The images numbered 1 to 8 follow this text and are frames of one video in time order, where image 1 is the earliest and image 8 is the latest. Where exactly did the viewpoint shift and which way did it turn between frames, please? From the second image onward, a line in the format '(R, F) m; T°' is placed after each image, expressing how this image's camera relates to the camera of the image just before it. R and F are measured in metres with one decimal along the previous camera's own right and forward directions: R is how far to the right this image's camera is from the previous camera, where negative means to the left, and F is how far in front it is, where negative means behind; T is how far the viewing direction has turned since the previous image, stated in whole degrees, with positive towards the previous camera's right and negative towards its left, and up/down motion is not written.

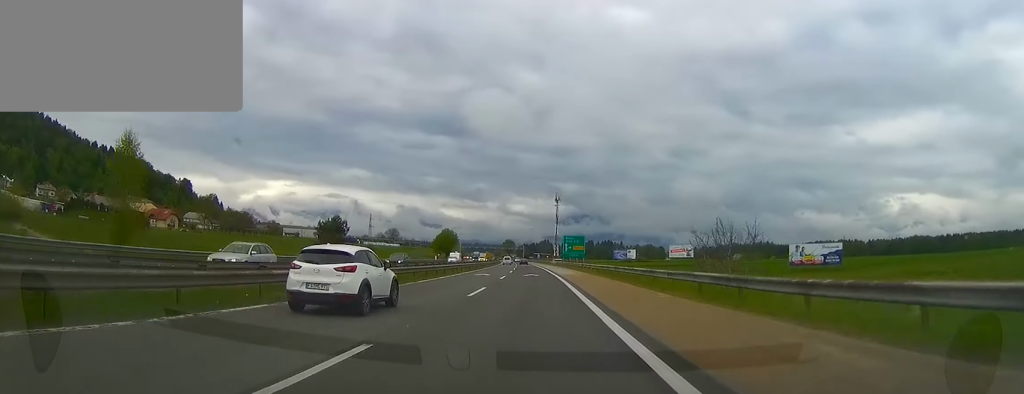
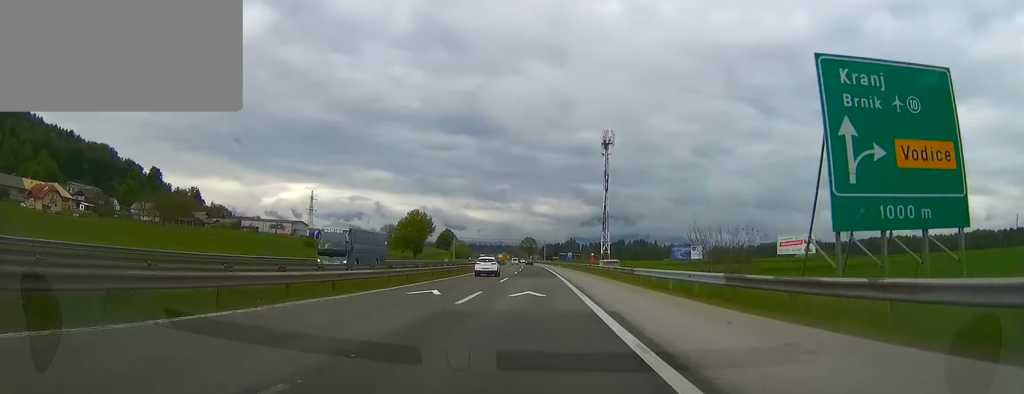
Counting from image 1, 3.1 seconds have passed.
(-2.1, +95.1) m; -2°
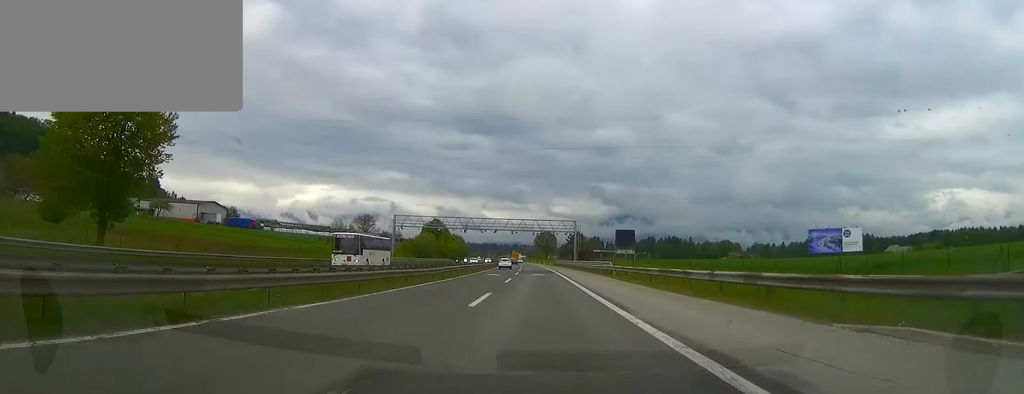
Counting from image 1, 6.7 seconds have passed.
(-2.1, +110.3) m; -2°
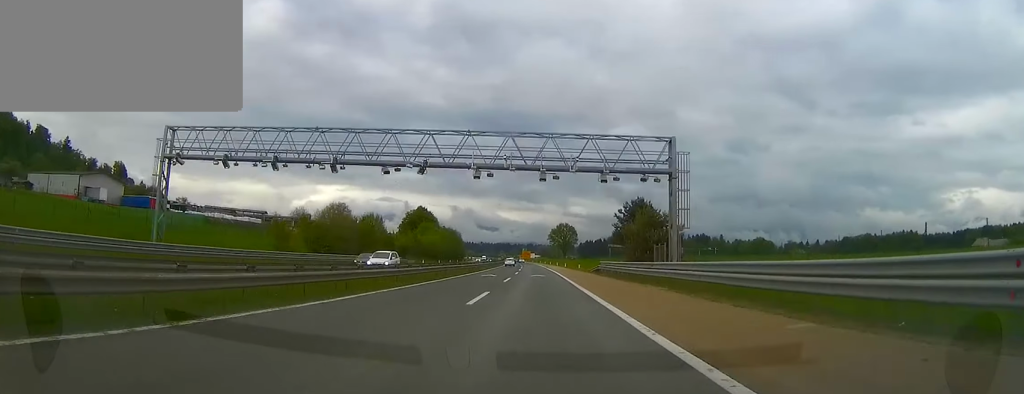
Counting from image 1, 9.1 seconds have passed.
(-0.9, +73.5) m; -1°
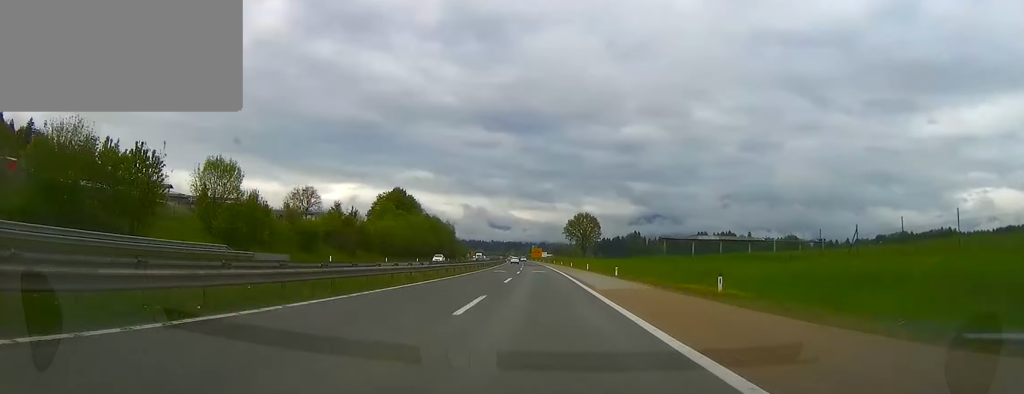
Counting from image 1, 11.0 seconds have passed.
(-0.4, +58.3) m; -1°
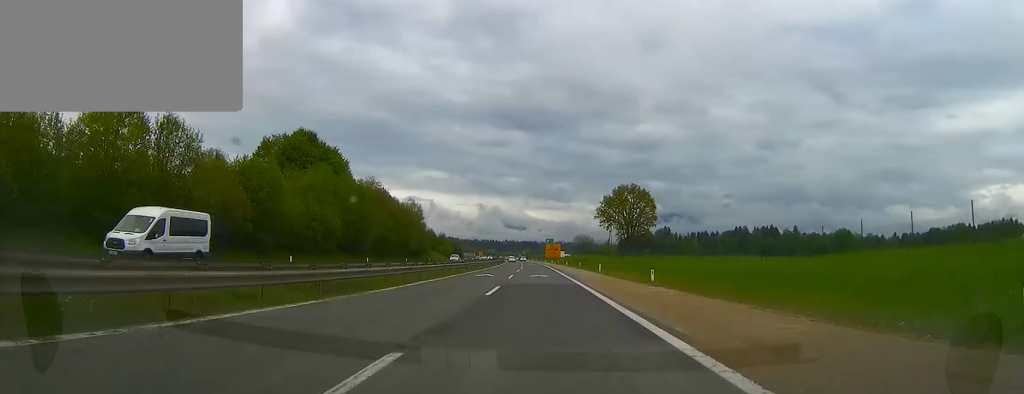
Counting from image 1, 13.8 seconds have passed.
(-0.9, +85.8) m; -1°
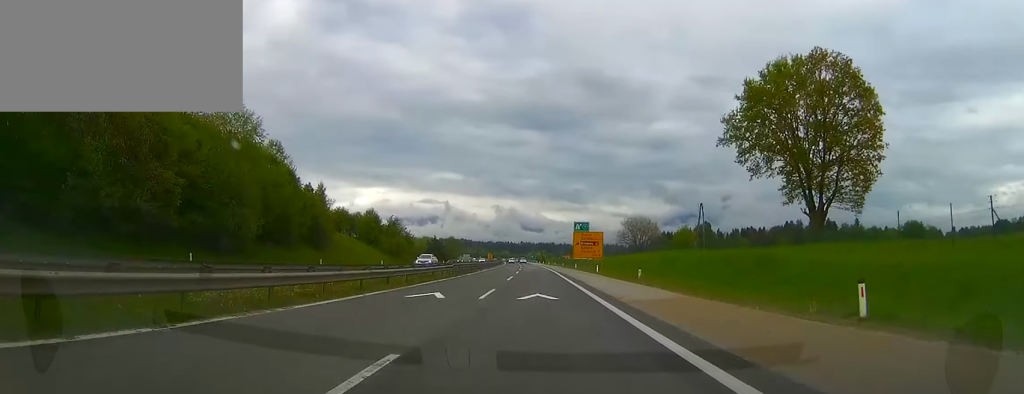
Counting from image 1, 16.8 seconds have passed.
(-1.6, +92.0) m; -2°
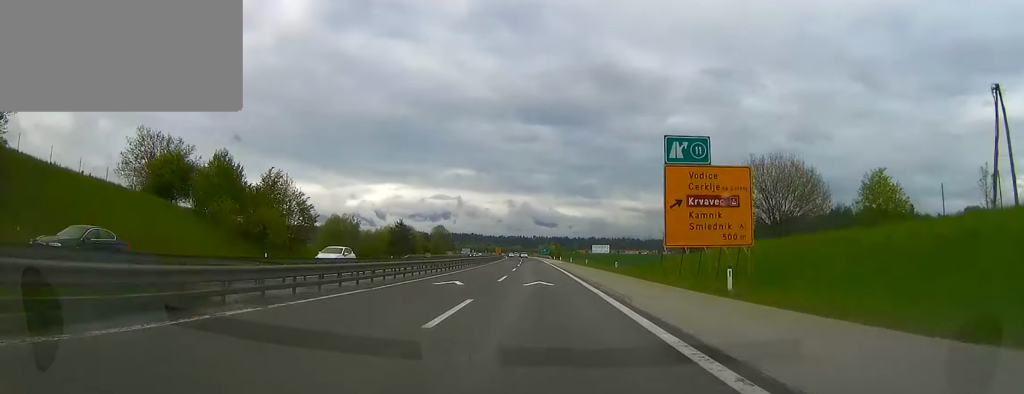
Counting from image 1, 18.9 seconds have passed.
(-0.8, +64.4) m; -1°
